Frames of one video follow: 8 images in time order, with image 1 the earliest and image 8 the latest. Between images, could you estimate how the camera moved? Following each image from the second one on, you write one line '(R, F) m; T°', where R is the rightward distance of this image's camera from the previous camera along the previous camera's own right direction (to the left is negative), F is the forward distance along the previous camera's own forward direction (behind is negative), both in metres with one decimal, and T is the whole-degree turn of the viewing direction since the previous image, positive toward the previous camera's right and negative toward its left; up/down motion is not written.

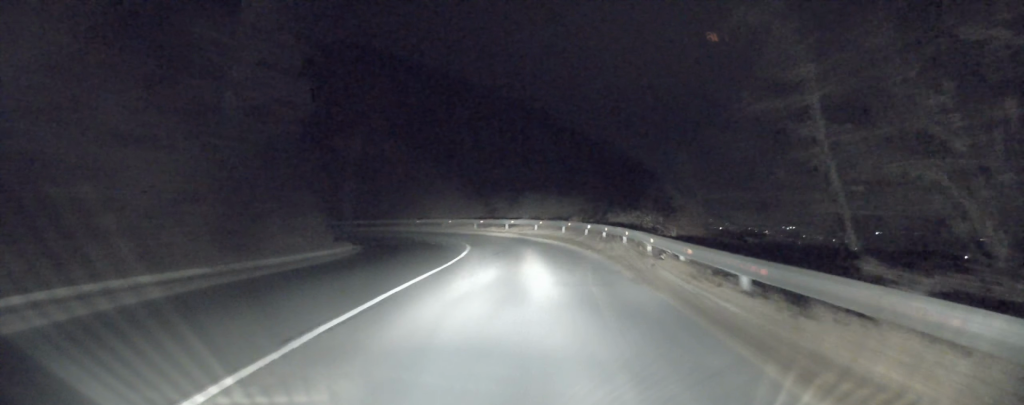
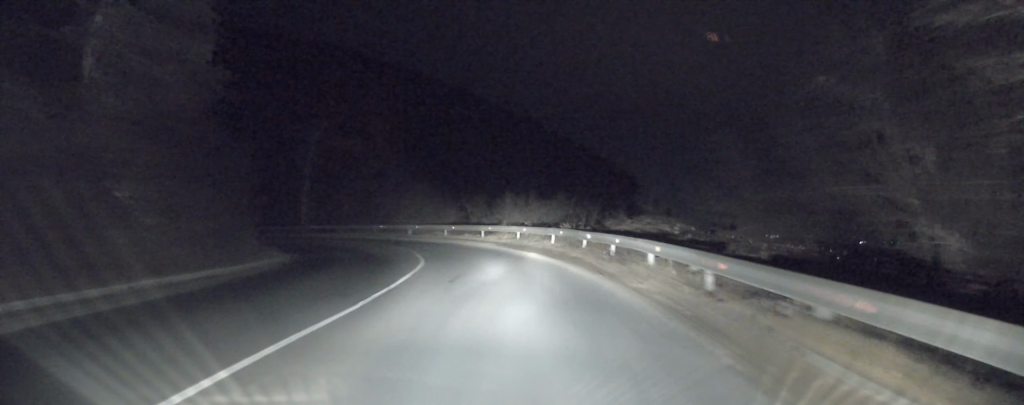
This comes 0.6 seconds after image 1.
(+0.5, +7.3) m; +1°
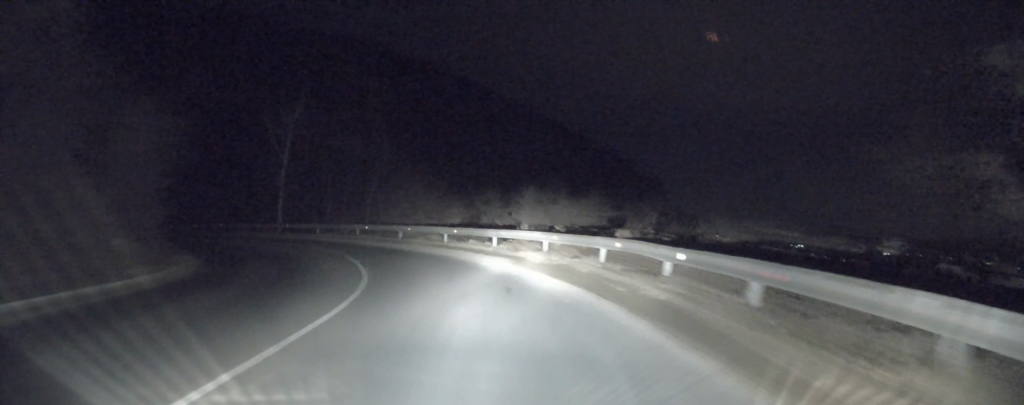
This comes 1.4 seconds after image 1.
(+0.2, +10.2) m; -1°
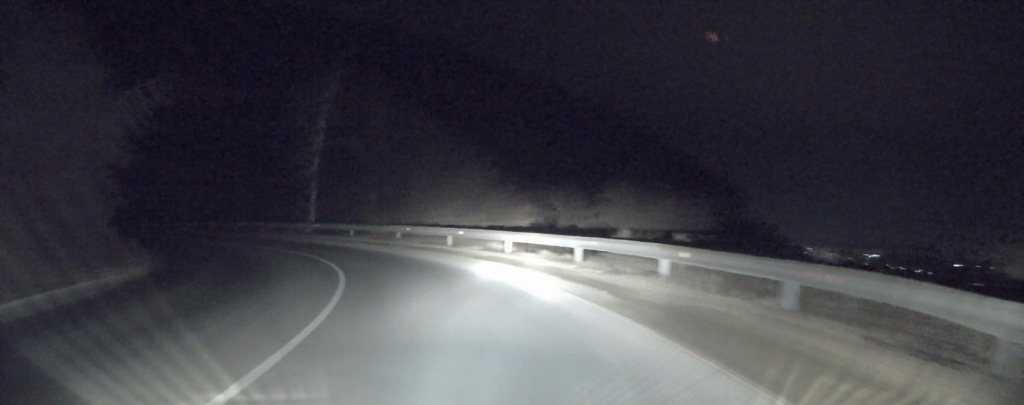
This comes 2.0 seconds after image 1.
(-0.1, +7.9) m; -3°
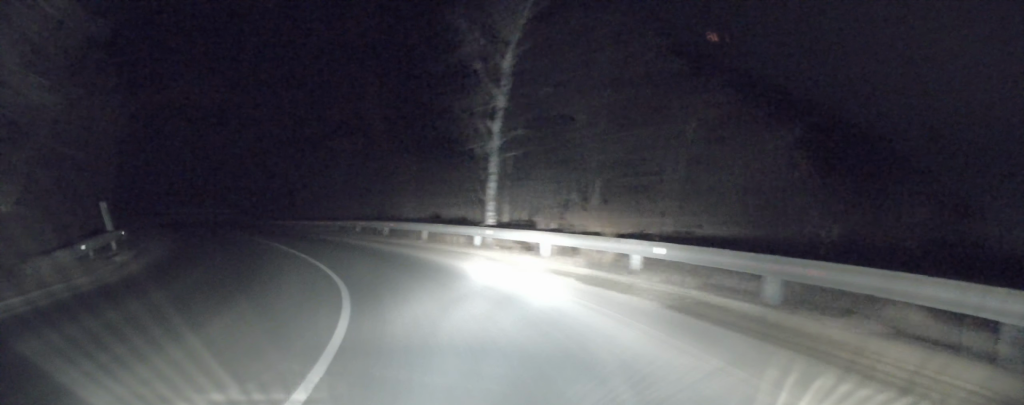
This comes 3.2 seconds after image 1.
(-1.5, +13.8) m; -19°
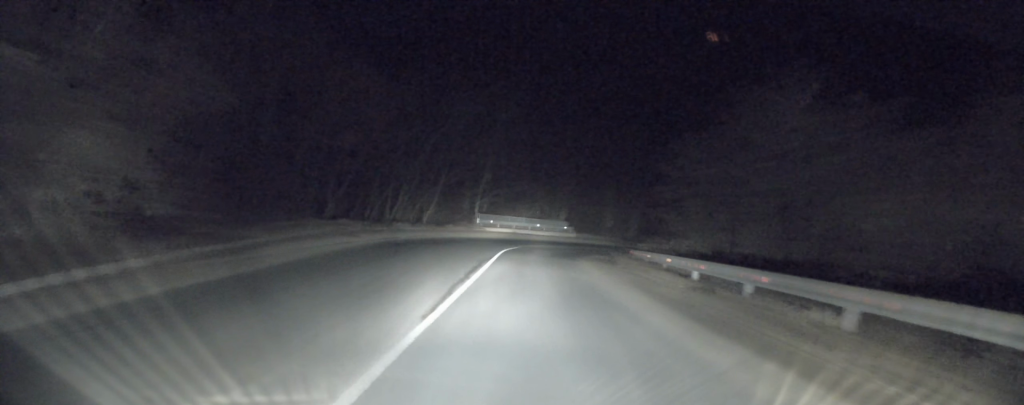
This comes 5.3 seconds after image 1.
(-8.7, +23.9) m; -32°
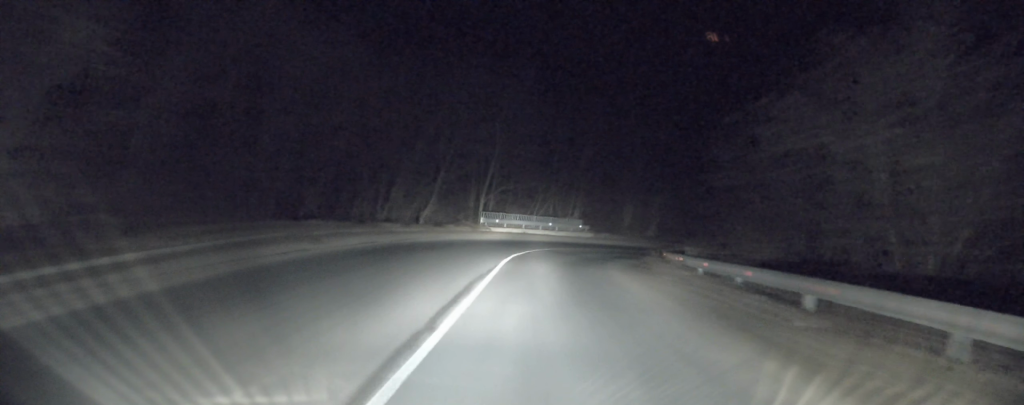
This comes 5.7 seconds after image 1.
(-0.4, +6.0) m; -3°
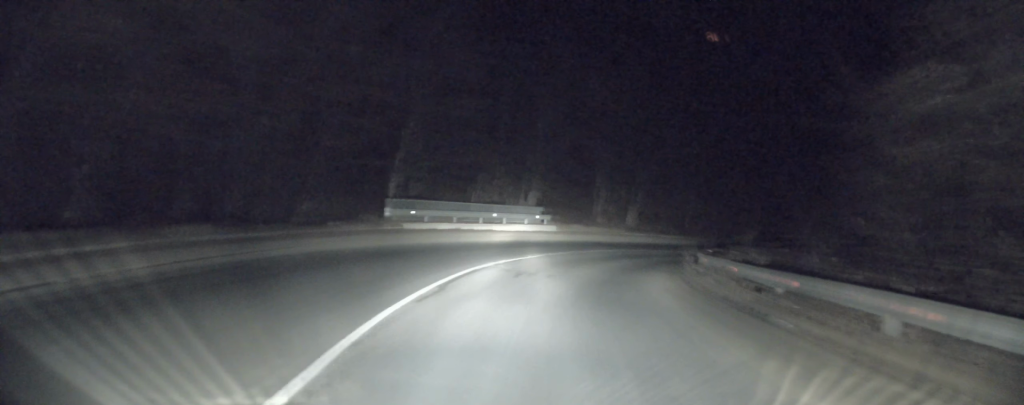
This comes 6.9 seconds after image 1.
(-0.6, +15.6) m; 0°
